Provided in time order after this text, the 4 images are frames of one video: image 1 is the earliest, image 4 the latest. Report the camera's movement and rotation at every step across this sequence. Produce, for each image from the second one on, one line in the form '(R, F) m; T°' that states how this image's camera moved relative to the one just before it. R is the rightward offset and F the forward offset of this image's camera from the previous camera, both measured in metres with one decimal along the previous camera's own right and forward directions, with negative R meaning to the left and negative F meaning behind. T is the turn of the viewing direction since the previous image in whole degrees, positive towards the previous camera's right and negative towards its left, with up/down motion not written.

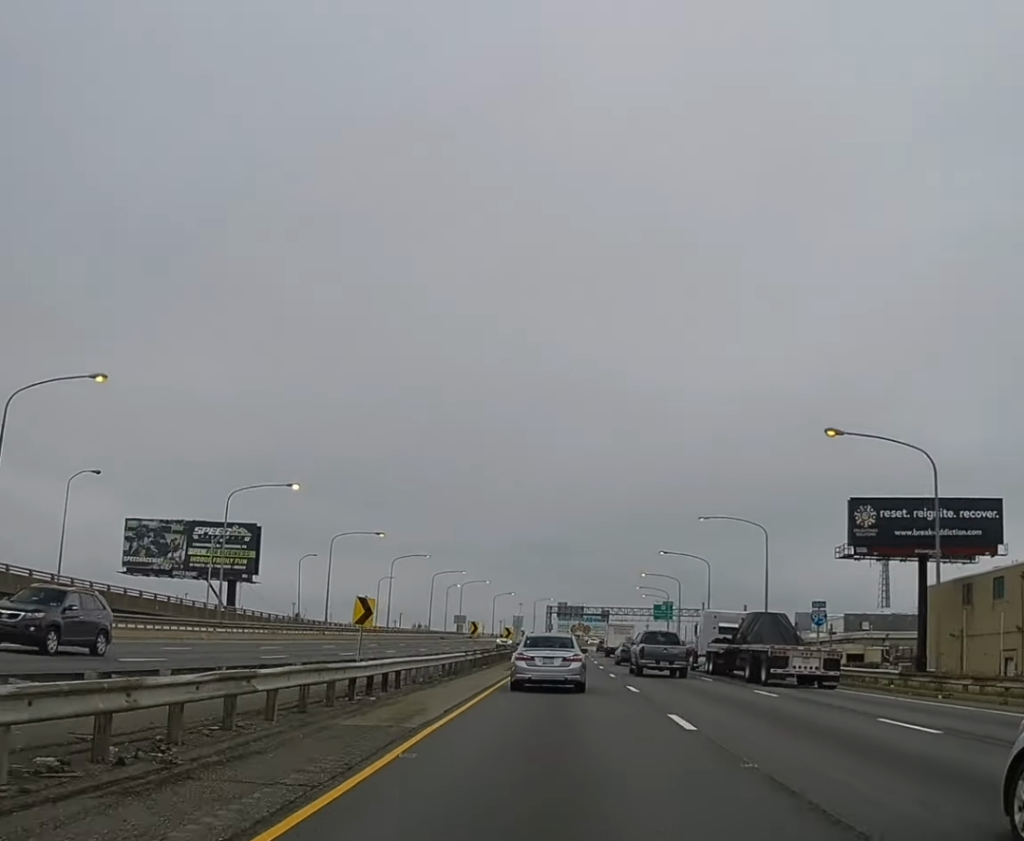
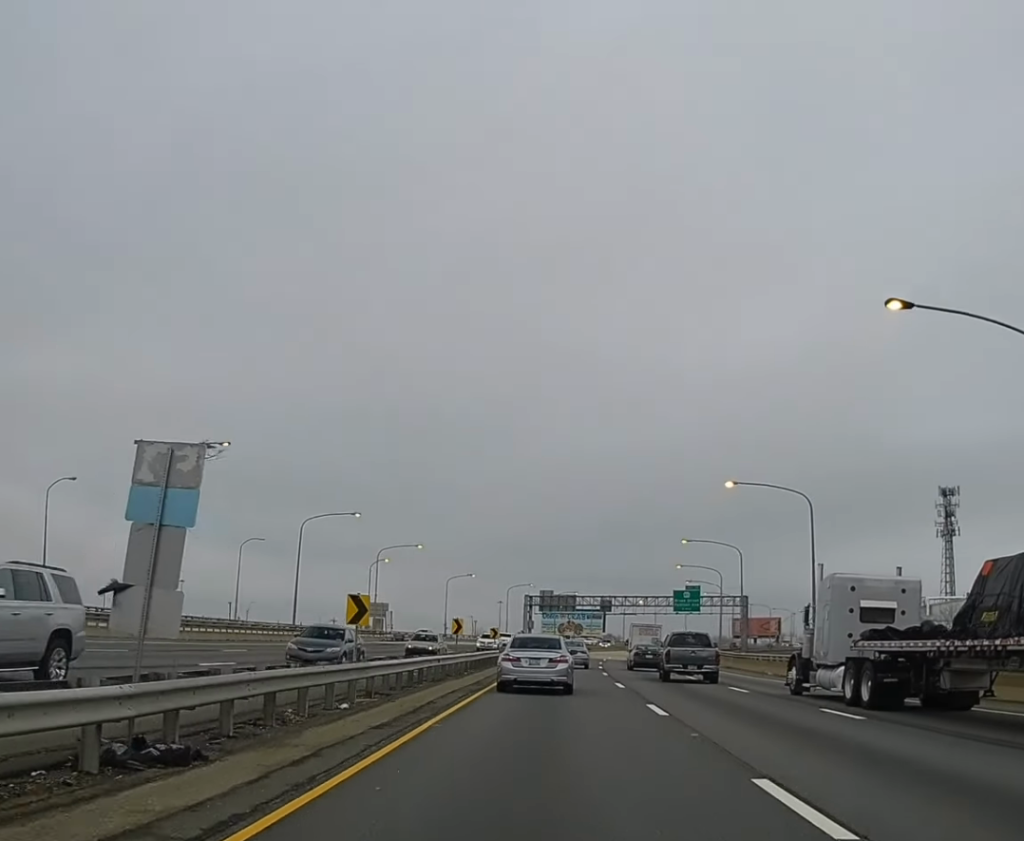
(+0.6, +68.6) m; 0°
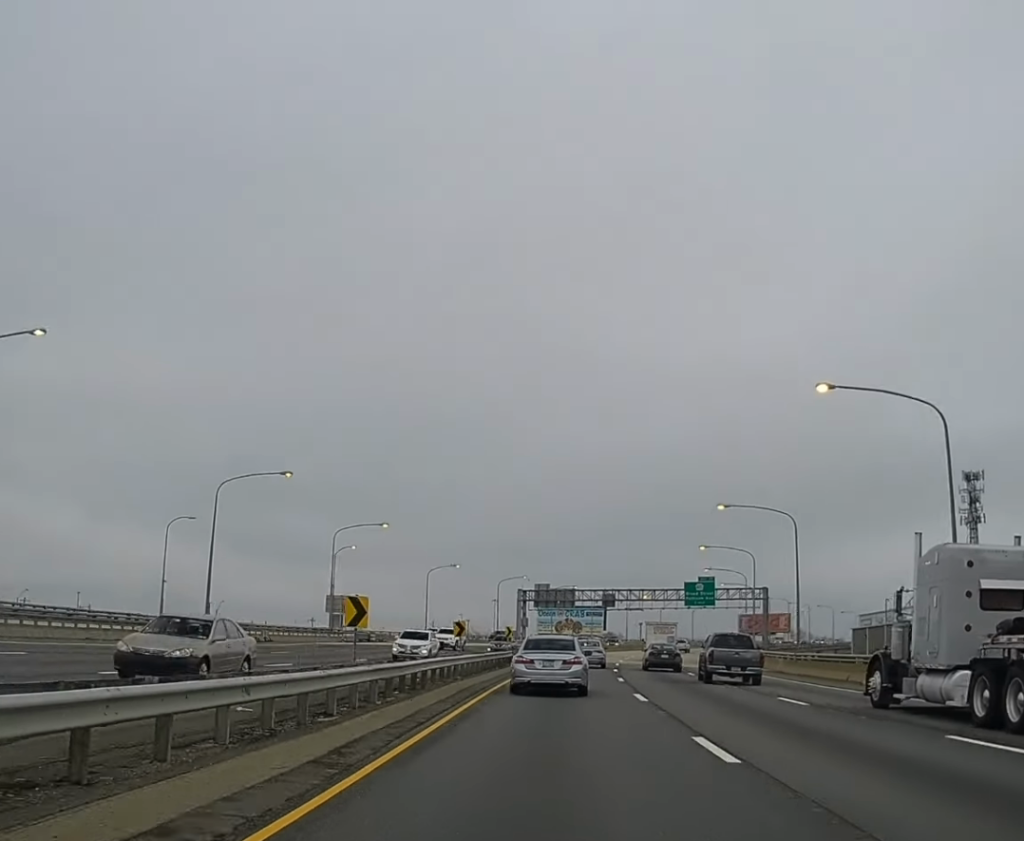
(-0.1, +19.6) m; 0°
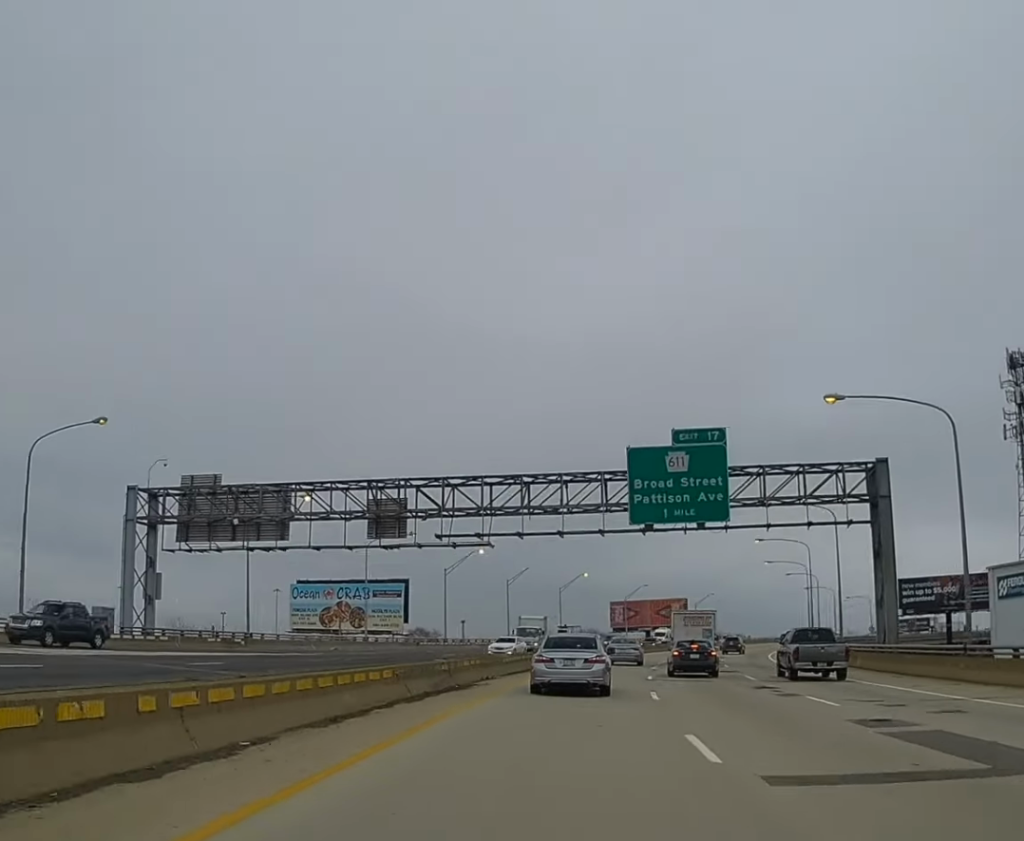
(+5.7, +109.9) m; +8°
